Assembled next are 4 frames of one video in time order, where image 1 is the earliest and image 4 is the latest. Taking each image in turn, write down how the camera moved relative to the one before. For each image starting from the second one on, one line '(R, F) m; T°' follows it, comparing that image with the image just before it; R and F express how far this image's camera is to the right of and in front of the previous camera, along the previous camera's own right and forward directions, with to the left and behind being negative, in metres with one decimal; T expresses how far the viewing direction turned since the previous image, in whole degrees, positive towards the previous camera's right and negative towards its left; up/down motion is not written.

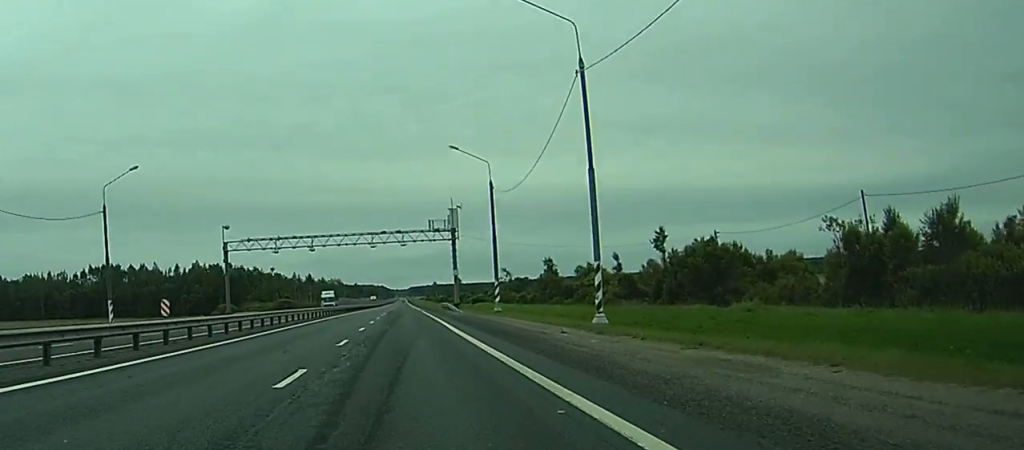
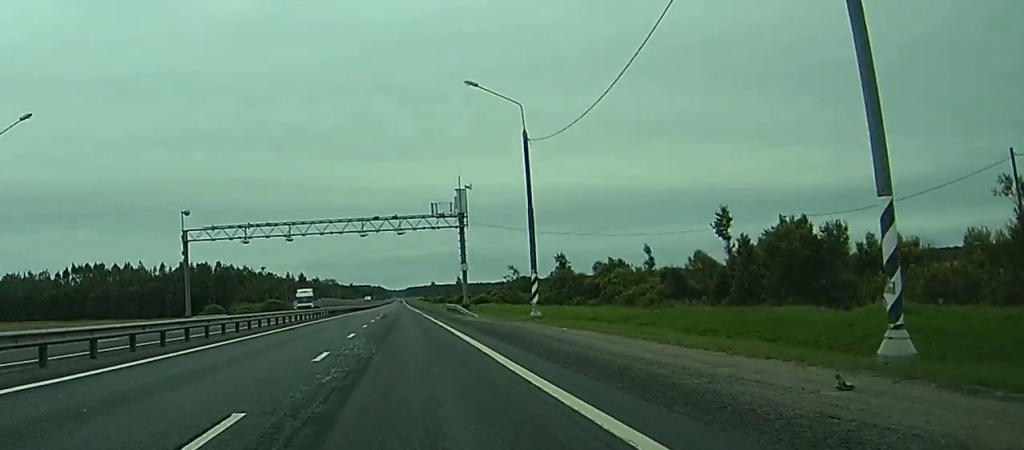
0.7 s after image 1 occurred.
(0.0, +17.9) m; 0°
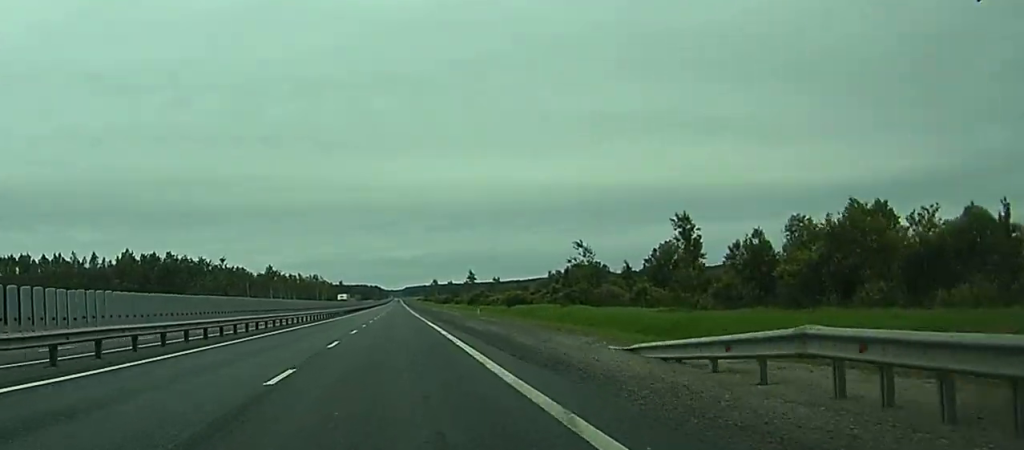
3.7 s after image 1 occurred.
(+0.1, +76.1) m; 0°
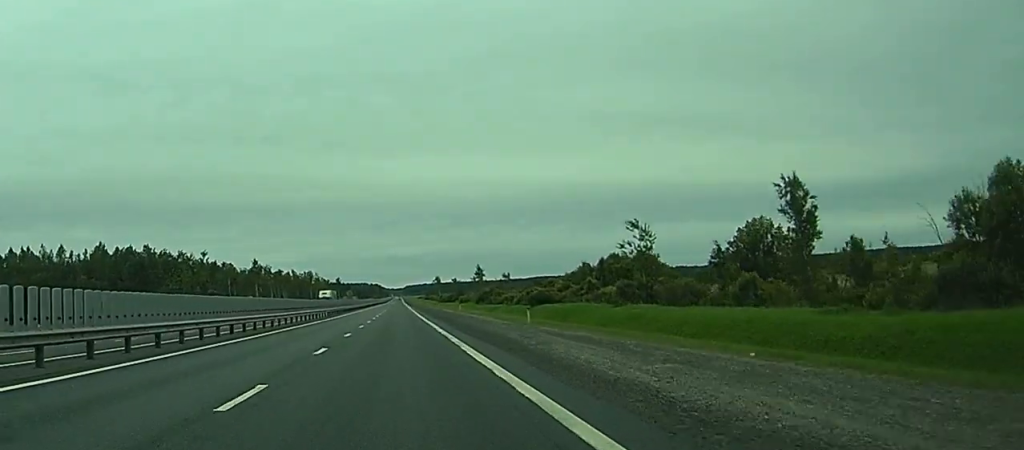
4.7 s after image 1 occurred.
(0.0, +27.4) m; 0°
